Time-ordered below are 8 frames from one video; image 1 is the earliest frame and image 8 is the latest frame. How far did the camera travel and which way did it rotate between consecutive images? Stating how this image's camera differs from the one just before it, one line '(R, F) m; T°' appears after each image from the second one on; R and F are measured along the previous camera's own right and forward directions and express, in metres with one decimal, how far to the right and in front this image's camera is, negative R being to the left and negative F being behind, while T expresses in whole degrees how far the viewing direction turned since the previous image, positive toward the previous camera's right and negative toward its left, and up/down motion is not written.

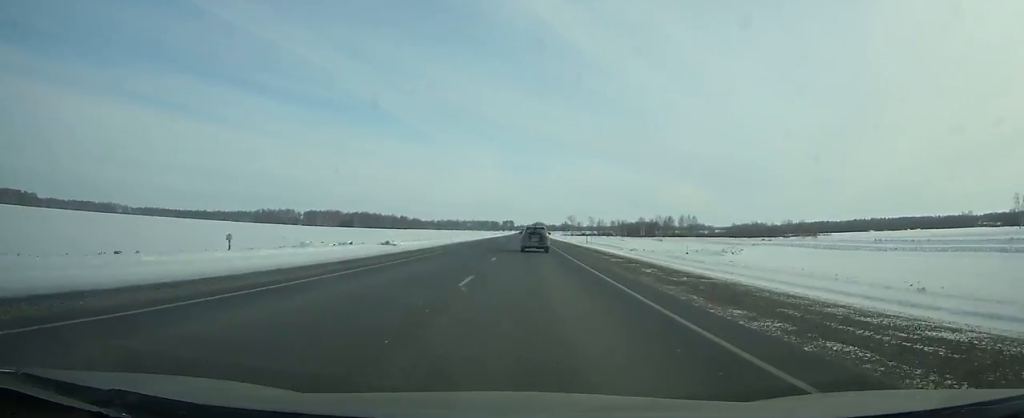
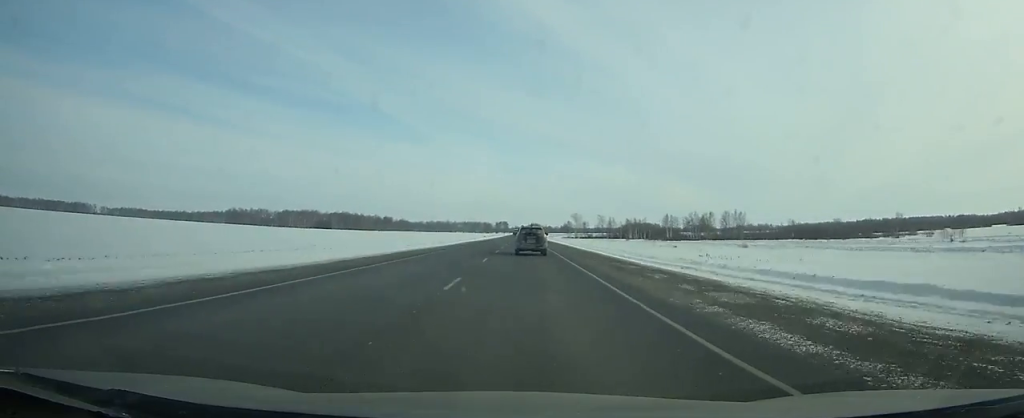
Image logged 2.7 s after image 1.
(+0.1, +72.2) m; 0°
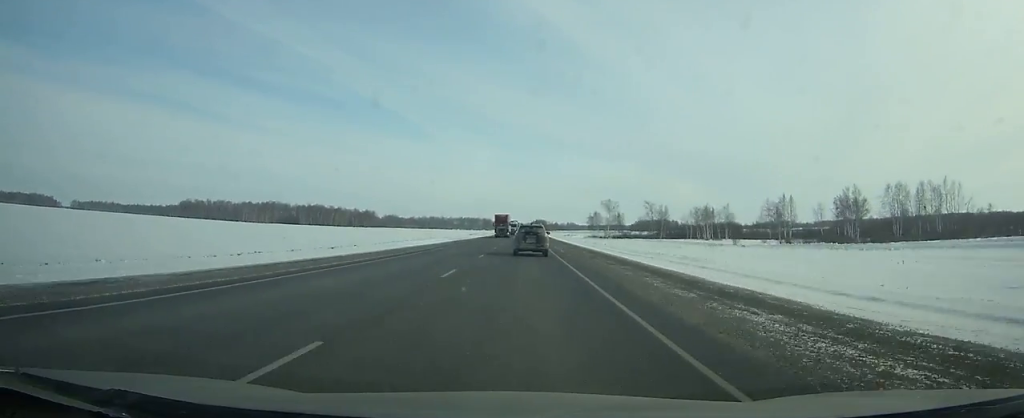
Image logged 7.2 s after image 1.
(+0.2, +118.5) m; 0°
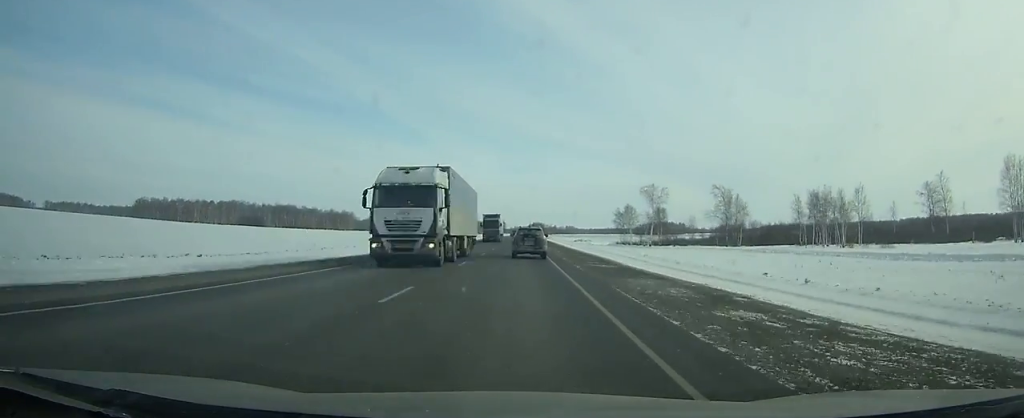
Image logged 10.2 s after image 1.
(0.0, +77.9) m; 0°
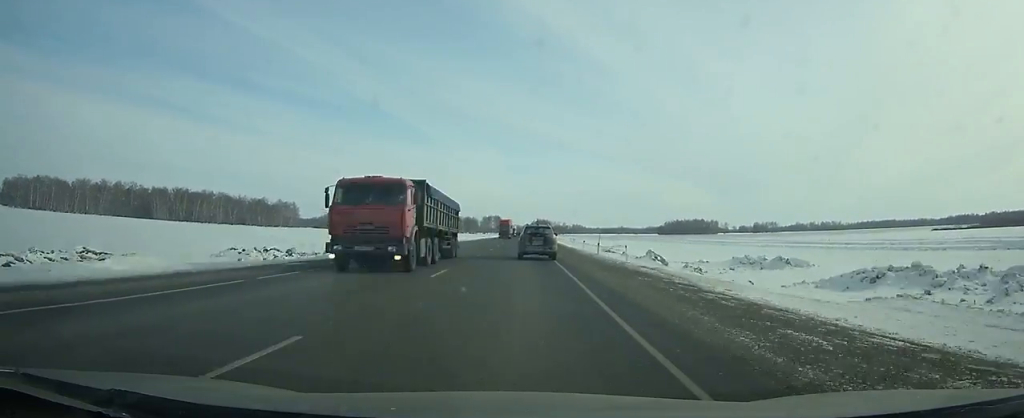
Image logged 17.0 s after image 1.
(-0.4, +173.3) m; 0°
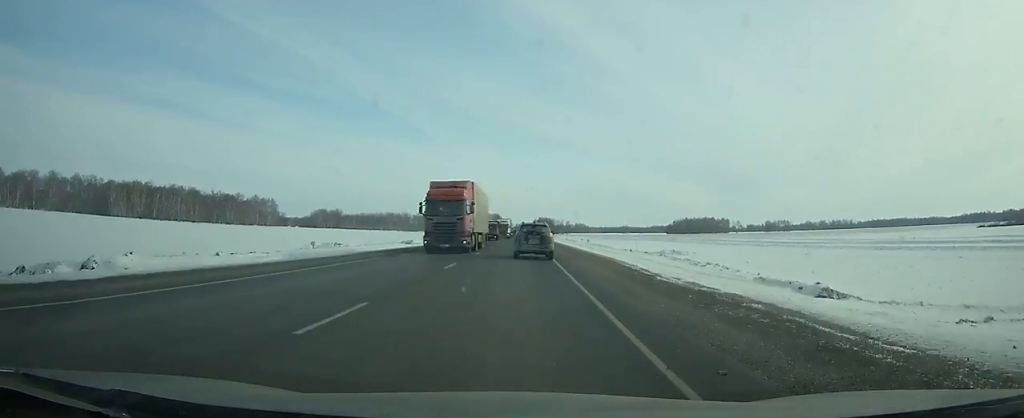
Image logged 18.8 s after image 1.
(-0.1, +45.2) m; 0°
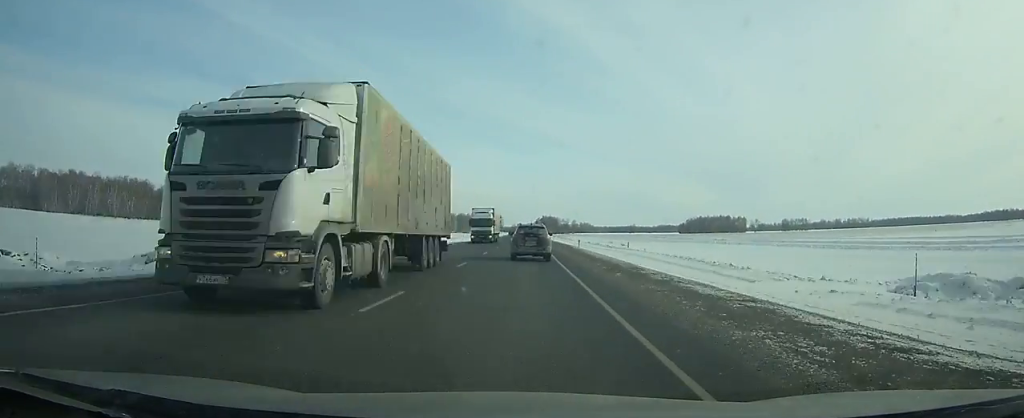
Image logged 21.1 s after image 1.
(0.0, +57.4) m; 0°
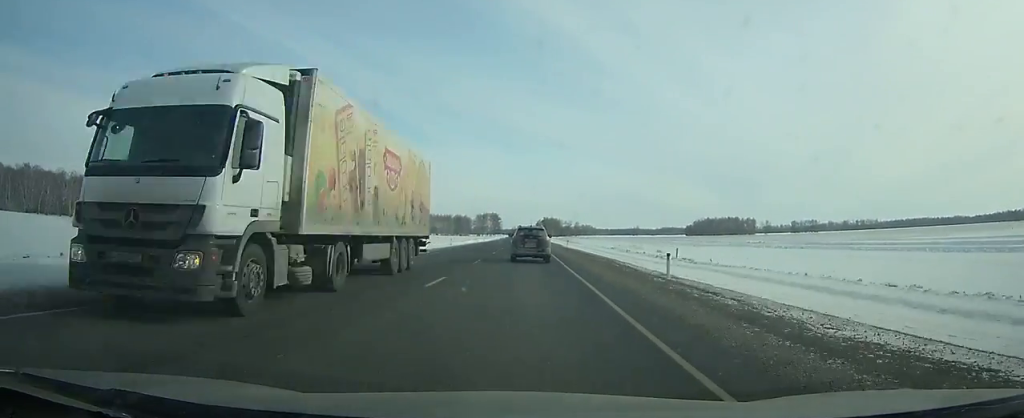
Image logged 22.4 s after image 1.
(0.0, +32.6) m; 0°
